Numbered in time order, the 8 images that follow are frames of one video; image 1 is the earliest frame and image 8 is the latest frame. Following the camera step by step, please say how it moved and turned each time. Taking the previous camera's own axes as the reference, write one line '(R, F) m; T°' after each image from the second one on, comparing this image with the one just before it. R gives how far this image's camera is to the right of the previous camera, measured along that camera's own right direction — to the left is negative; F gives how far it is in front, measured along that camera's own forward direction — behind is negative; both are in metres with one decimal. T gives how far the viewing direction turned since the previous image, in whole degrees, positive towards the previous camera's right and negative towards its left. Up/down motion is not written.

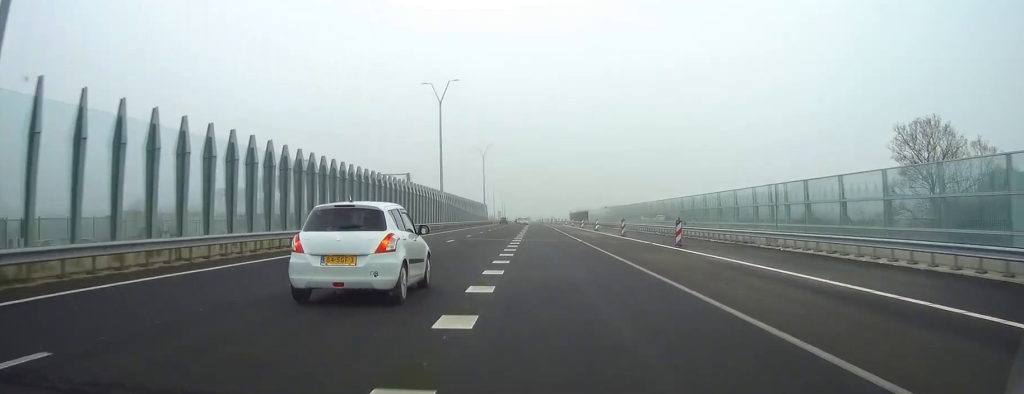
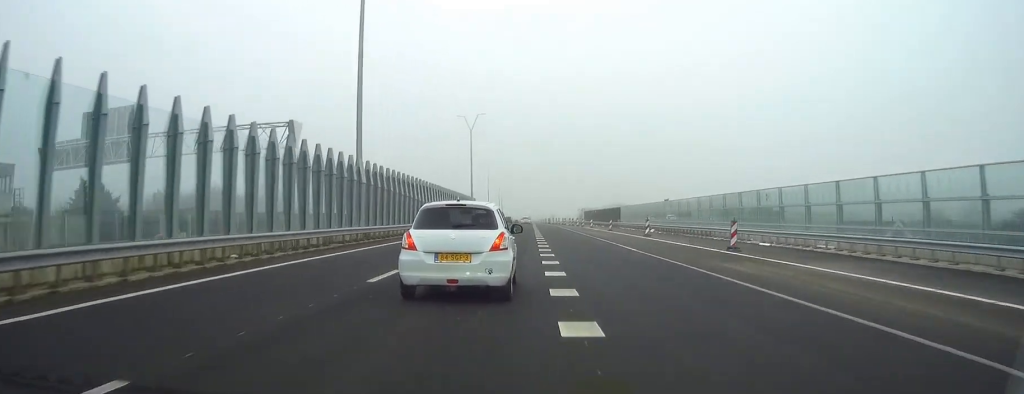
(+0.1, +49.8) m; 0°
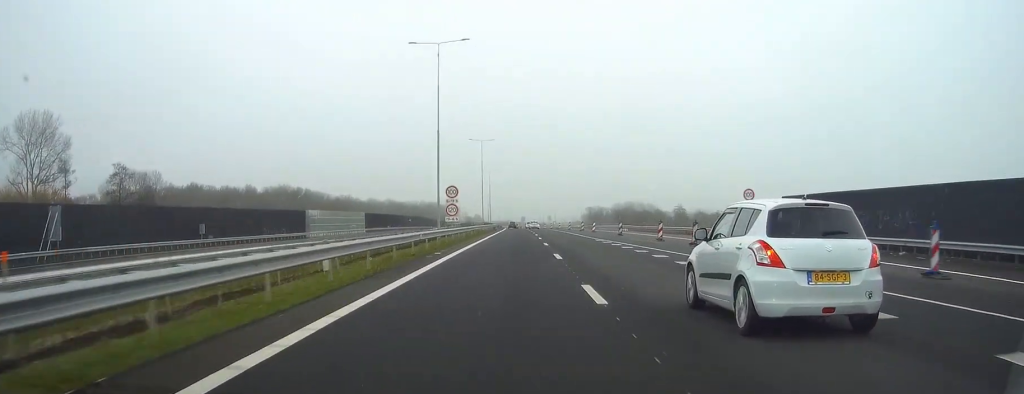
(-0.5, +138.4) m; +1°
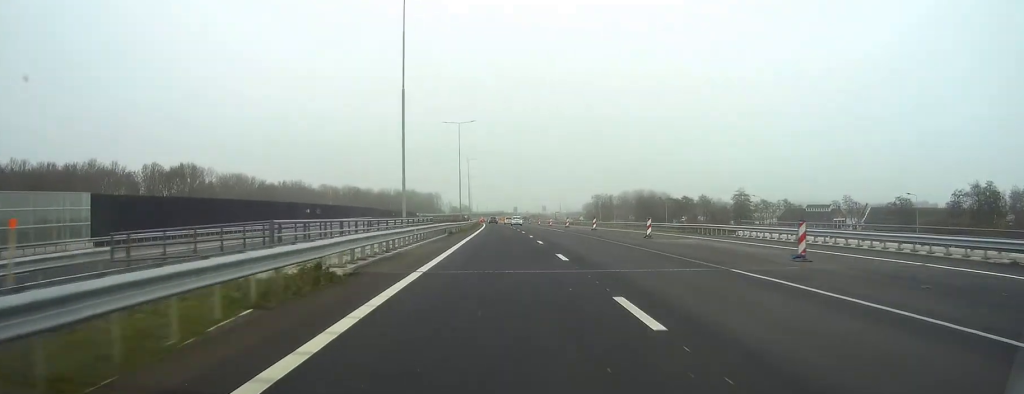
(+1.8, +100.1) m; +1°
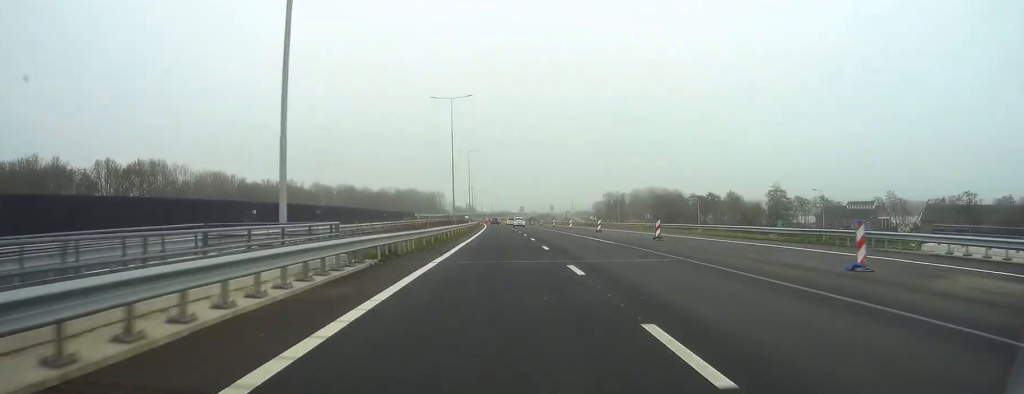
(+0.1, +27.2) m; 0°
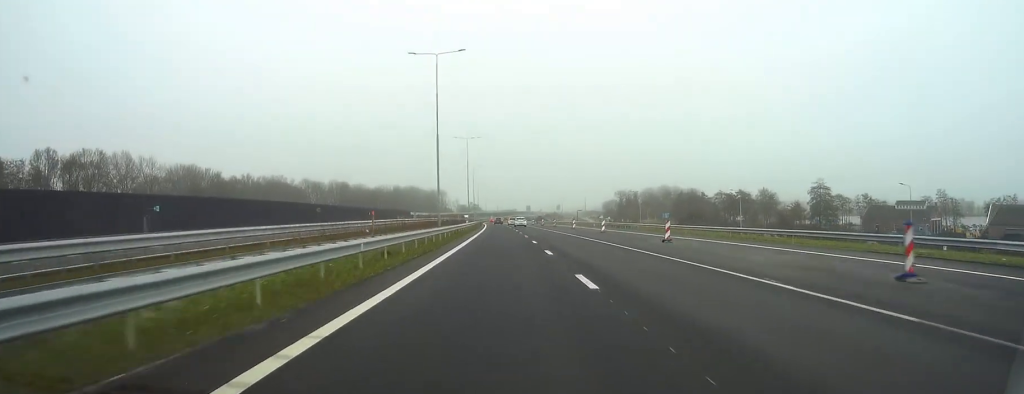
(-0.2, +27.2) m; 0°
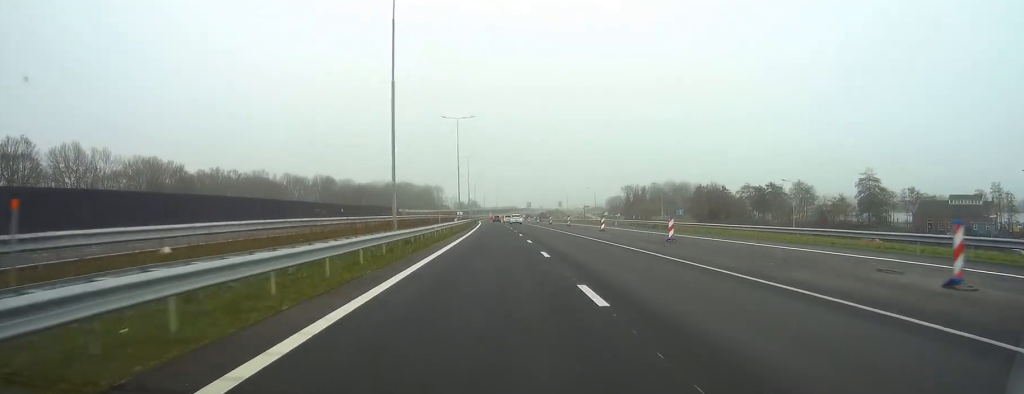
(-0.1, +27.2) m; 0°
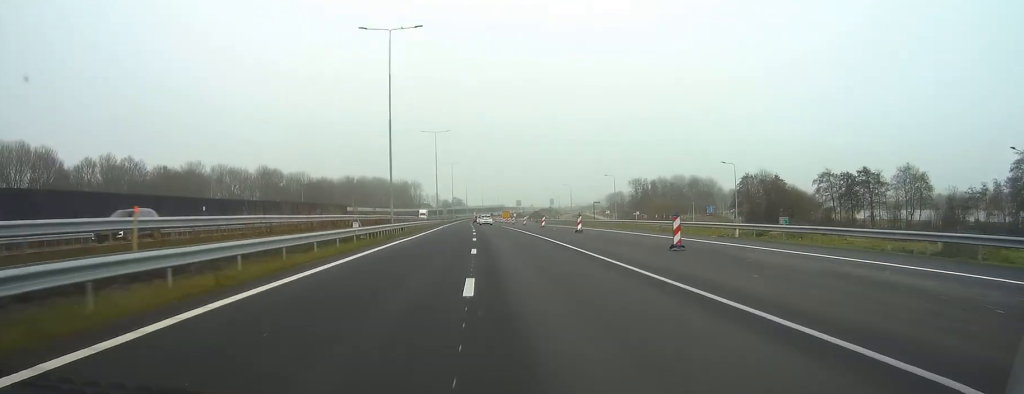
(+0.2, +60.2) m; 0°
